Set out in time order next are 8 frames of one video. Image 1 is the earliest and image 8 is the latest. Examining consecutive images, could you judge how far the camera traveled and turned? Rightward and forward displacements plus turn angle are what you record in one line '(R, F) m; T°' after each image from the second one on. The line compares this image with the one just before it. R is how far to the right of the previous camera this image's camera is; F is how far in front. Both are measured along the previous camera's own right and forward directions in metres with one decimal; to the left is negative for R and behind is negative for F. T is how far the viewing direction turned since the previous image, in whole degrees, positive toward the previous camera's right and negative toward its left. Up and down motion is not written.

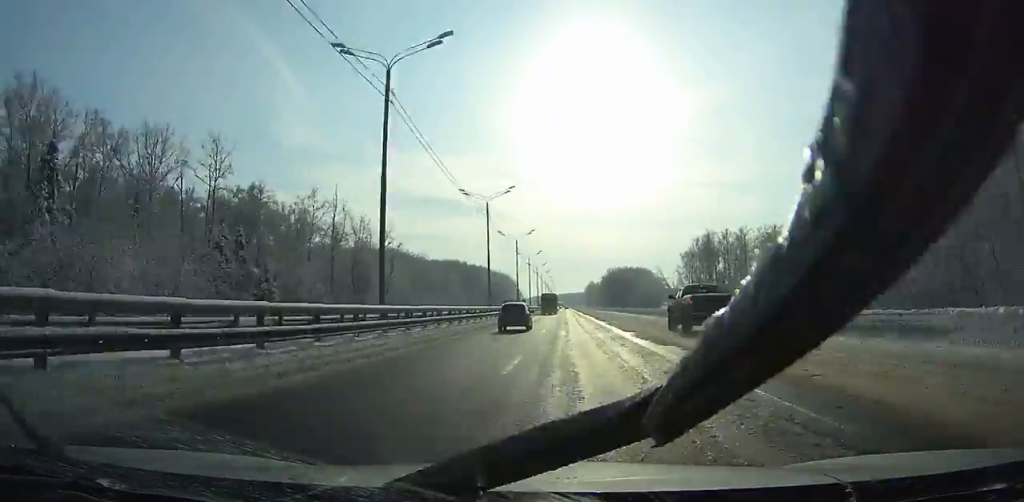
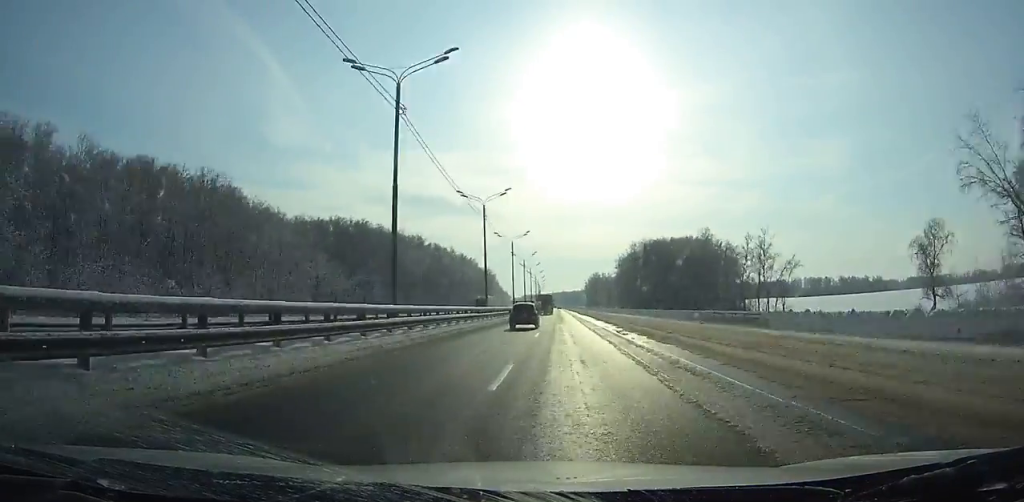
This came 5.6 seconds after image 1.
(-0.4, +146.6) m; 0°
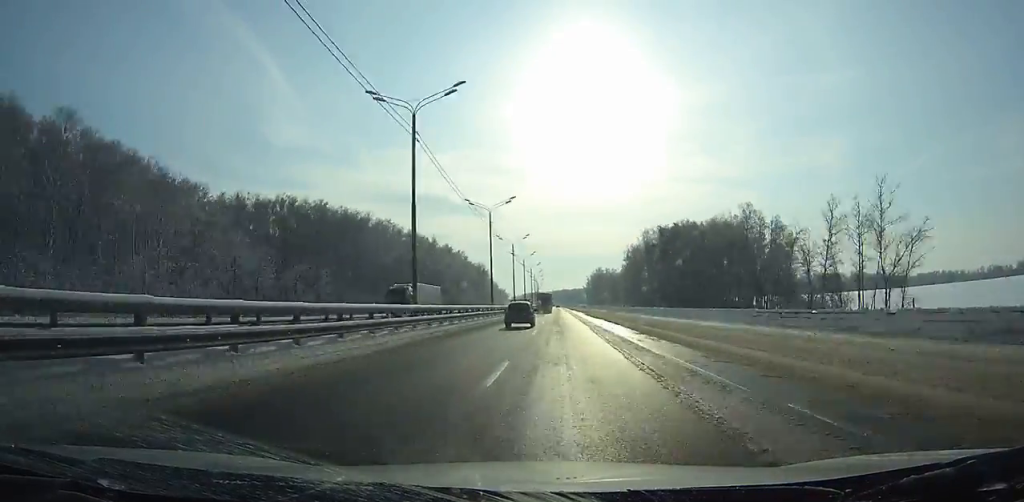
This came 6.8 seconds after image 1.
(0.0, +31.6) m; 0°
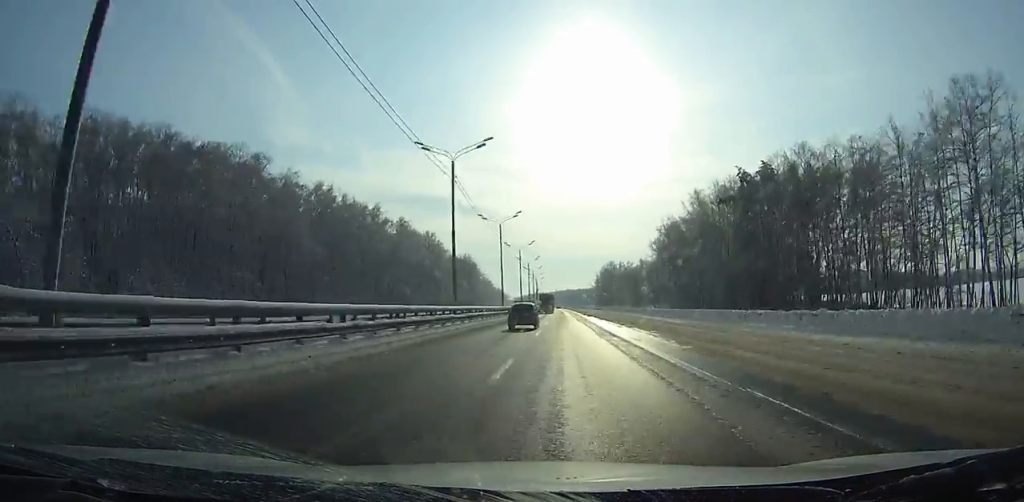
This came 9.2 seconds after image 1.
(-0.2, +63.4) m; 0°
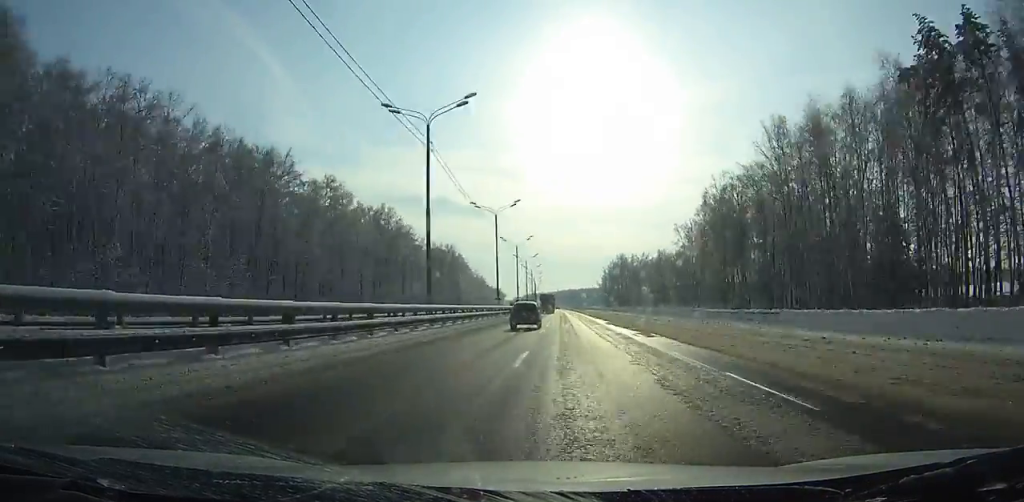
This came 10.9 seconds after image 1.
(+0.1, +45.1) m; 0°
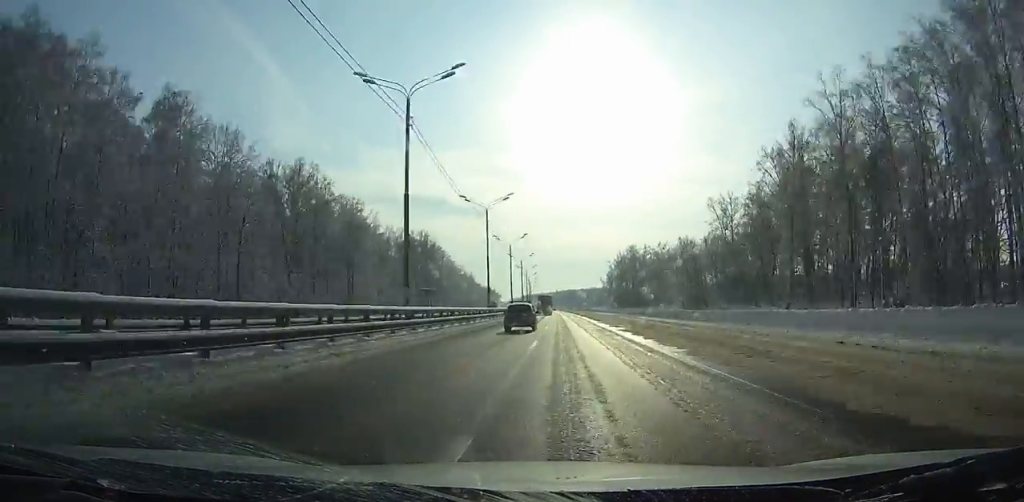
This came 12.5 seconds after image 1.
(+0.2, +42.5) m; 0°
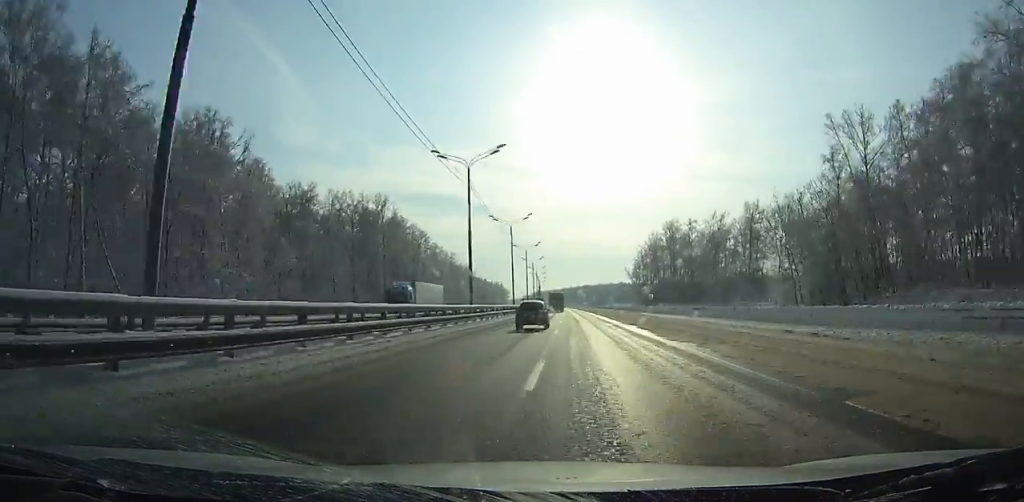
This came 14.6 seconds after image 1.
(-0.3, +55.8) m; -1°
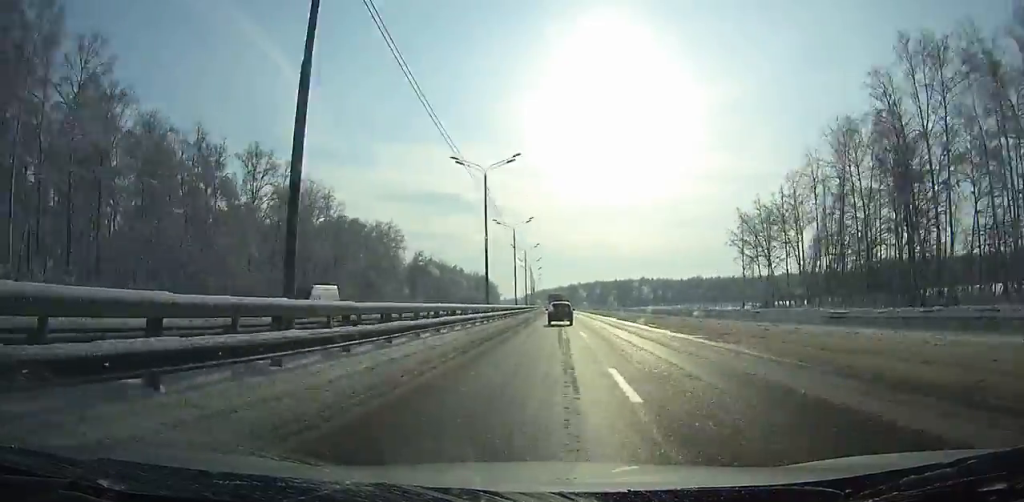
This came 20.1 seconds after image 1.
(-2.2, +147.2) m; -1°
